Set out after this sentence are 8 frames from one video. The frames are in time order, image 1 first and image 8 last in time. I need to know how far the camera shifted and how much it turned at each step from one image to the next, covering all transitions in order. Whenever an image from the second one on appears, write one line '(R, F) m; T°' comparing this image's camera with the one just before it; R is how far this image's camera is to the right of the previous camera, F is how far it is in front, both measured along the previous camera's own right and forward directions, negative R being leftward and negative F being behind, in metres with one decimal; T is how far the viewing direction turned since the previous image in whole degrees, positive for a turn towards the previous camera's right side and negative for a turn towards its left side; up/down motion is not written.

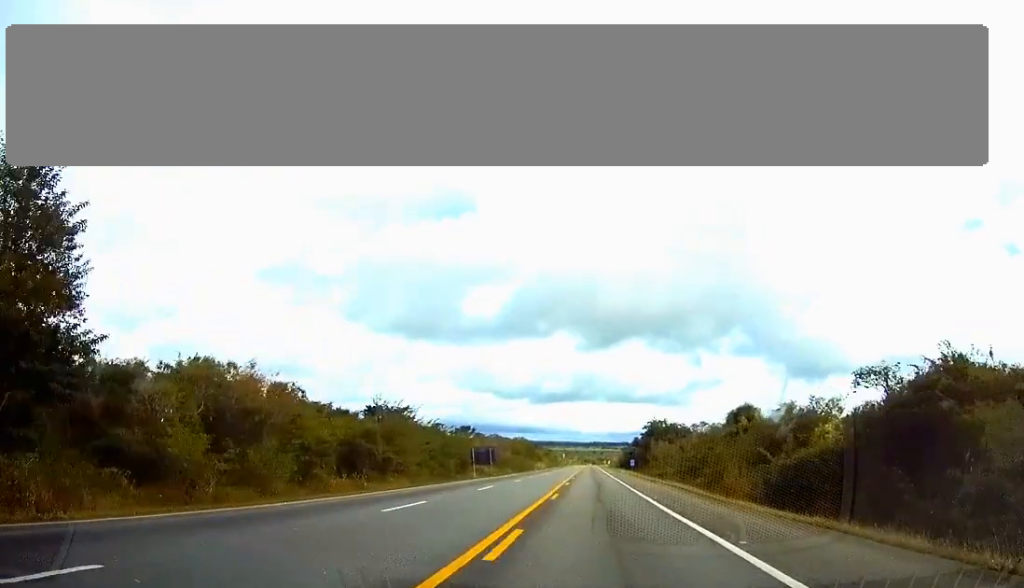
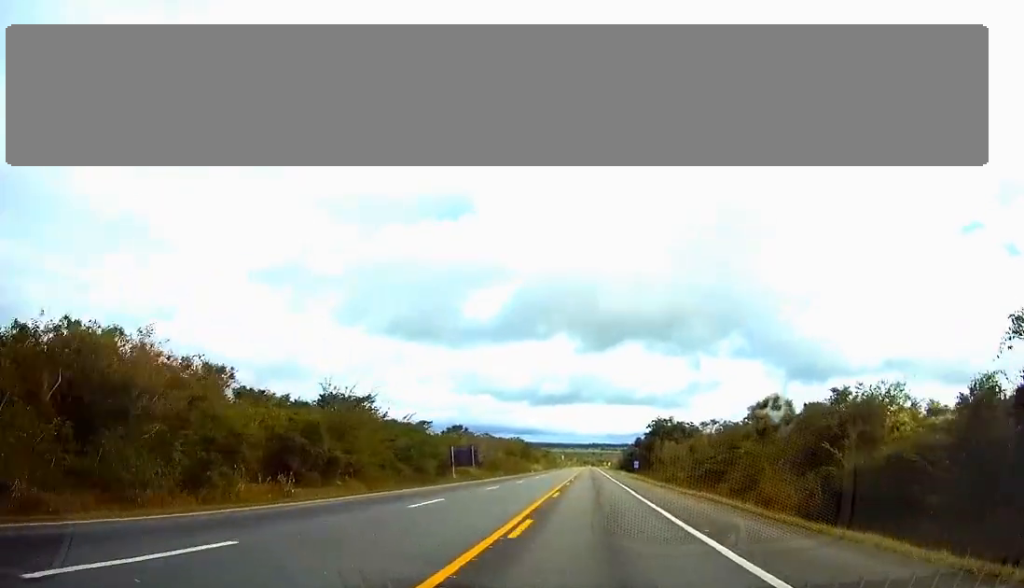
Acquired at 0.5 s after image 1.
(0.0, +13.2) m; 0°
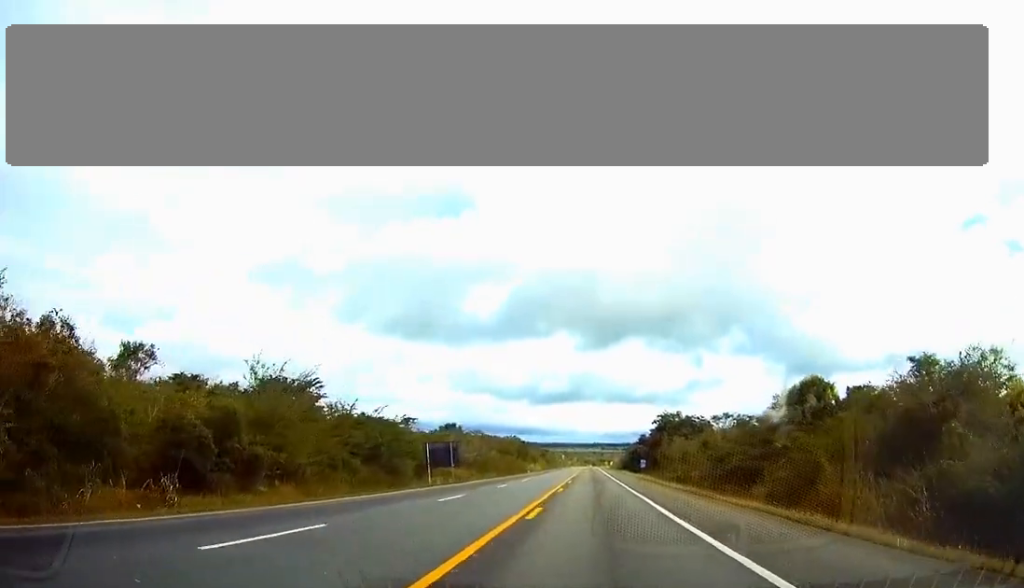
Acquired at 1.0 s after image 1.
(0.0, +12.4) m; 0°
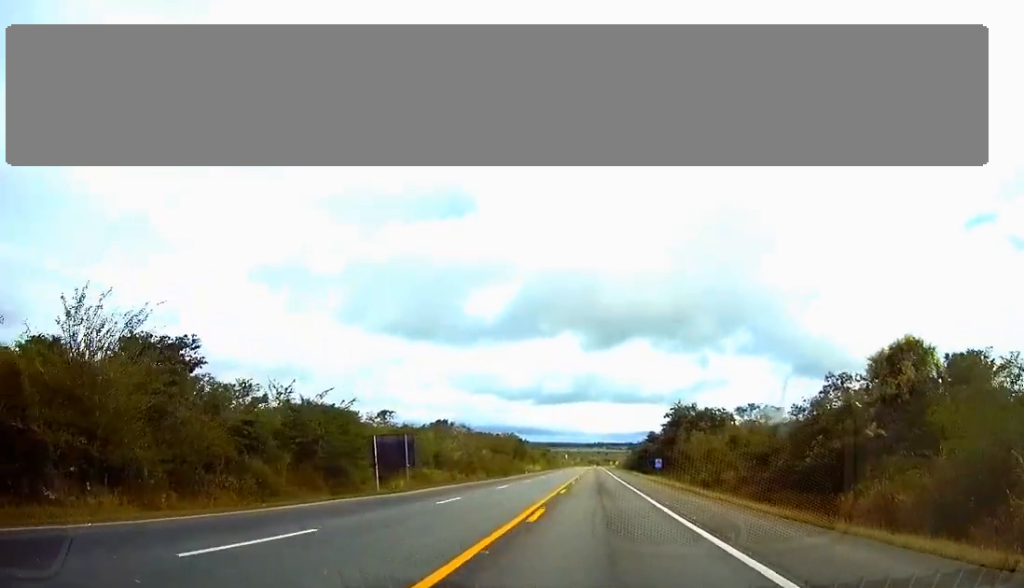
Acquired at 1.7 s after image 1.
(+0.1, +17.3) m; 0°
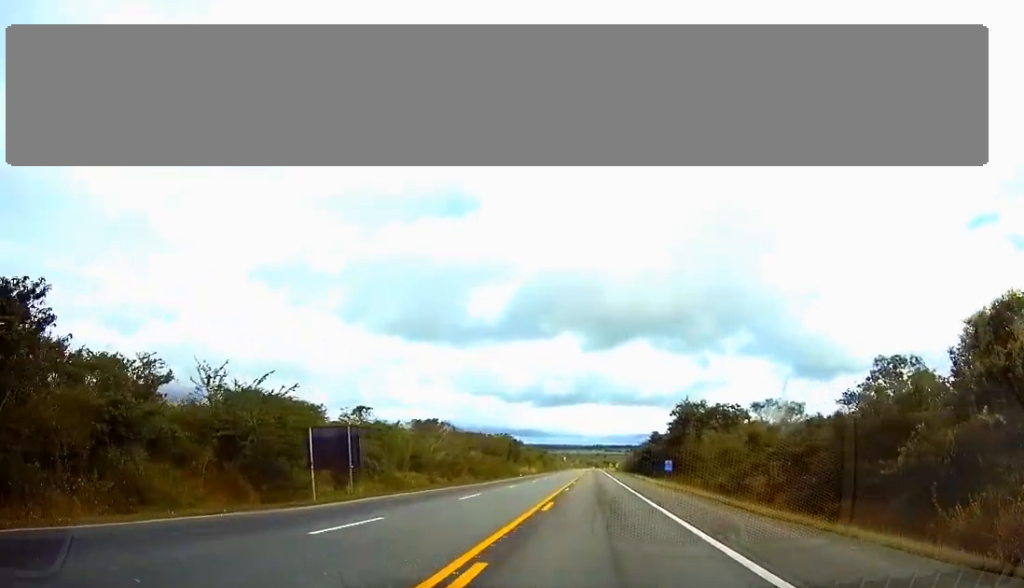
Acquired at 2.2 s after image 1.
(0.0, +11.5) m; 0°
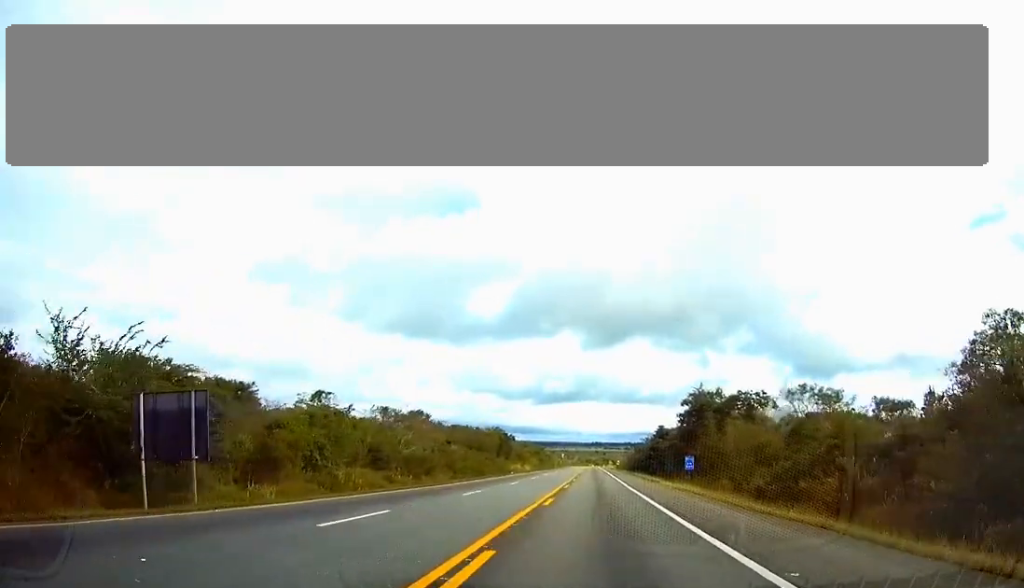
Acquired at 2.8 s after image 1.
(0.0, +15.6) m; 0°
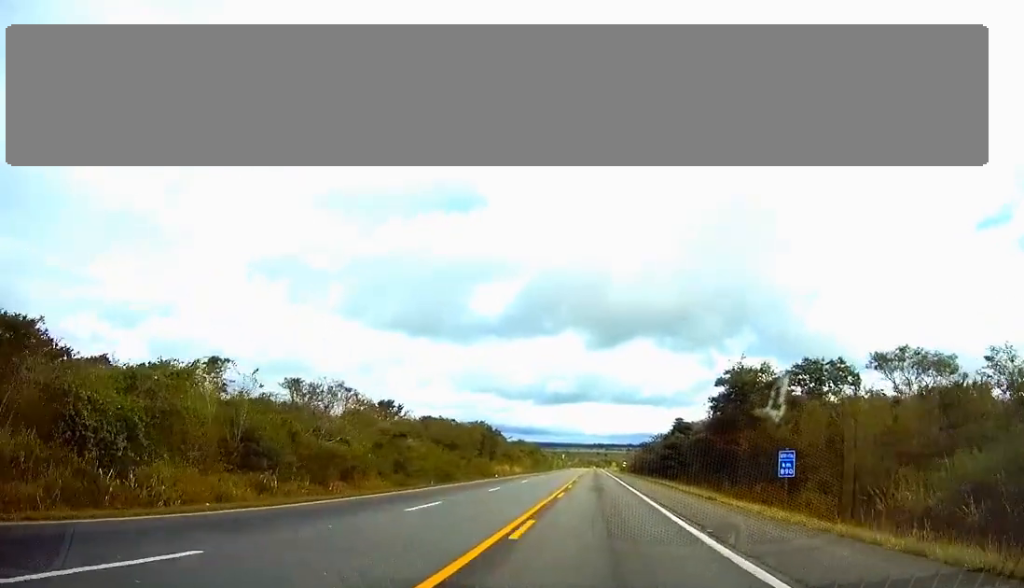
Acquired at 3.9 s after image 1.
(-0.1, +26.4) m; 0°
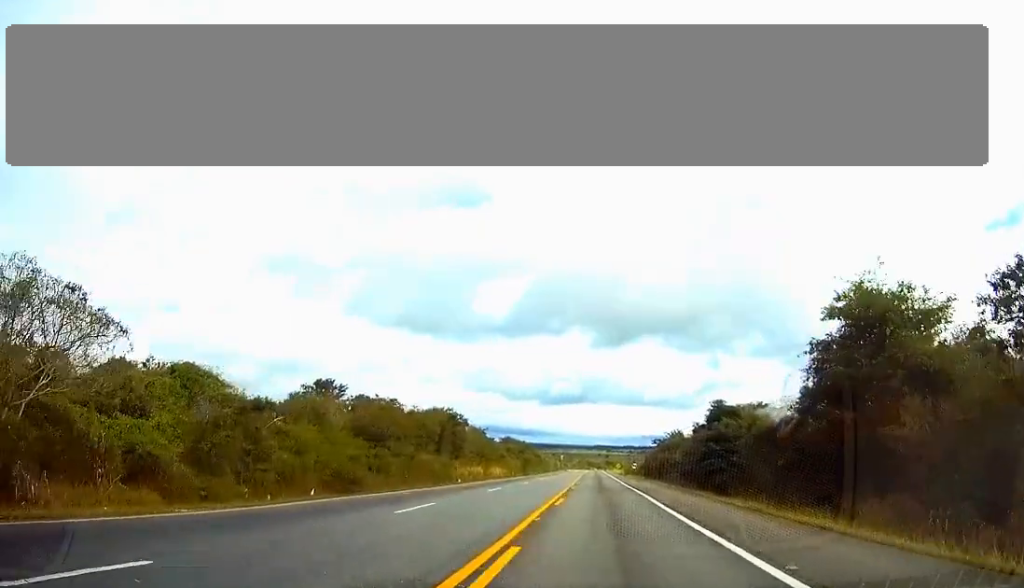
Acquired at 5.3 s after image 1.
(-0.1, +34.9) m; 0°
